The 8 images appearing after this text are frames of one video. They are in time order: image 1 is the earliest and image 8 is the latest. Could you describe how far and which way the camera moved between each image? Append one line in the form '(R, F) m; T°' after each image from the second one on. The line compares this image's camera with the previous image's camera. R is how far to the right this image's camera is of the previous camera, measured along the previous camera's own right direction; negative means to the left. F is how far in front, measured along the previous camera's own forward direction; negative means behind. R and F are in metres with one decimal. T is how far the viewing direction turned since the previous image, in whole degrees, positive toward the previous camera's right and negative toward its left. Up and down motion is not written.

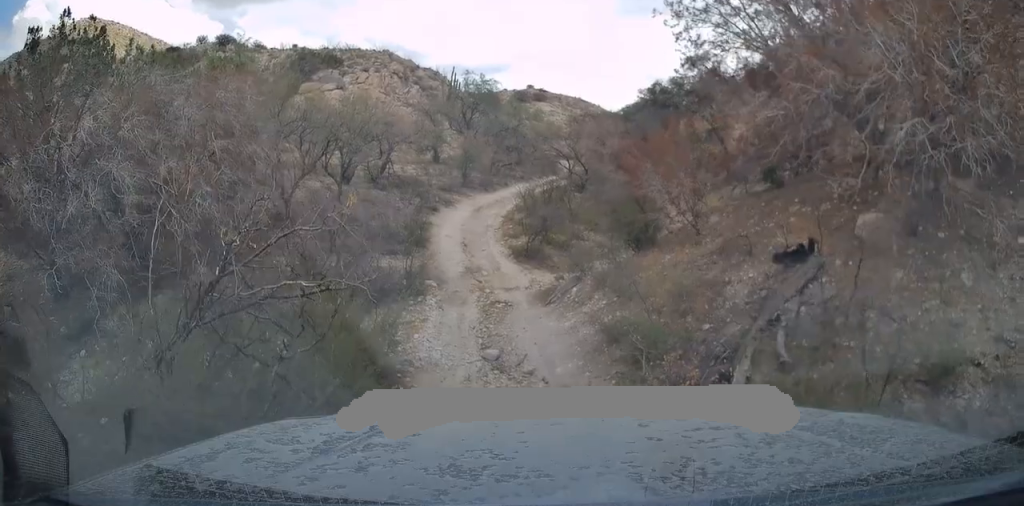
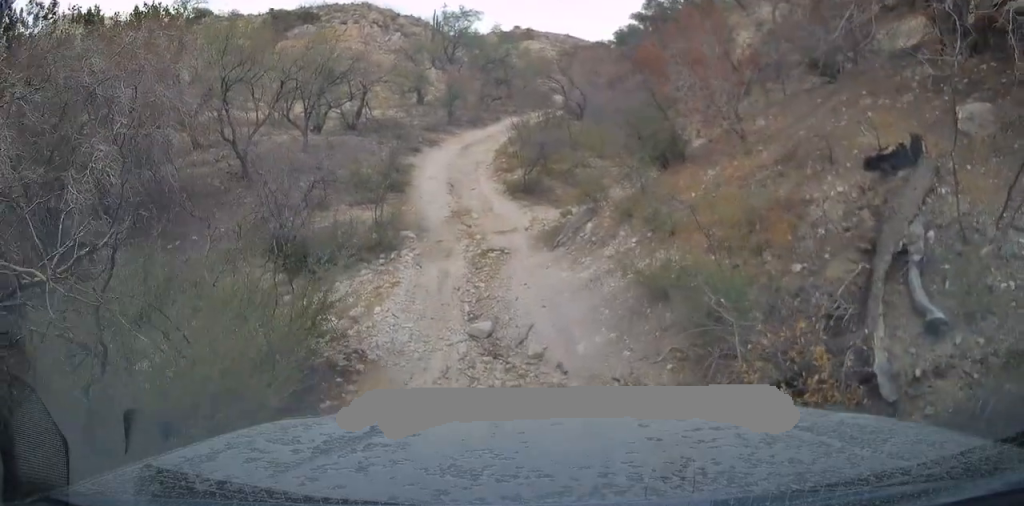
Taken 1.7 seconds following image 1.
(0.0, +3.1) m; -4°
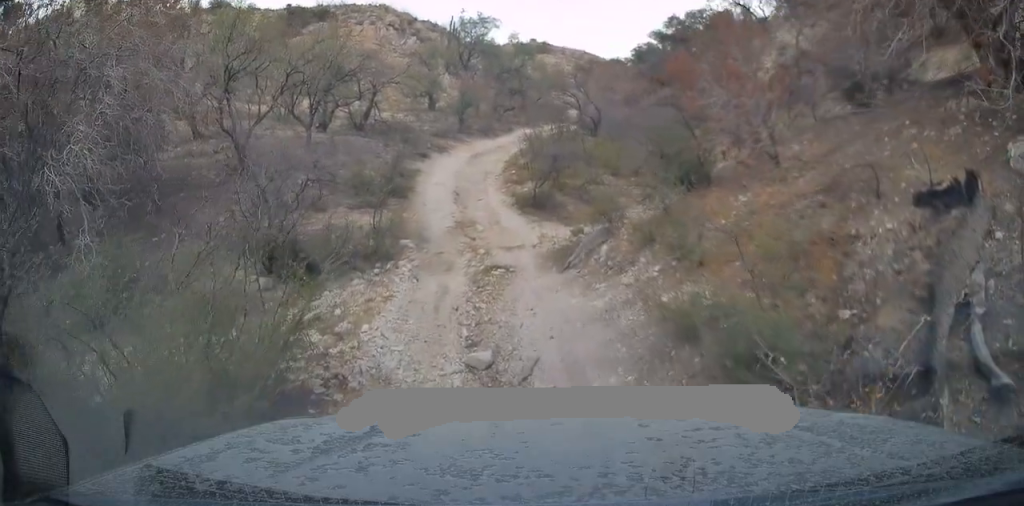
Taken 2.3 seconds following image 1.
(0.0, +1.1) m; -4°
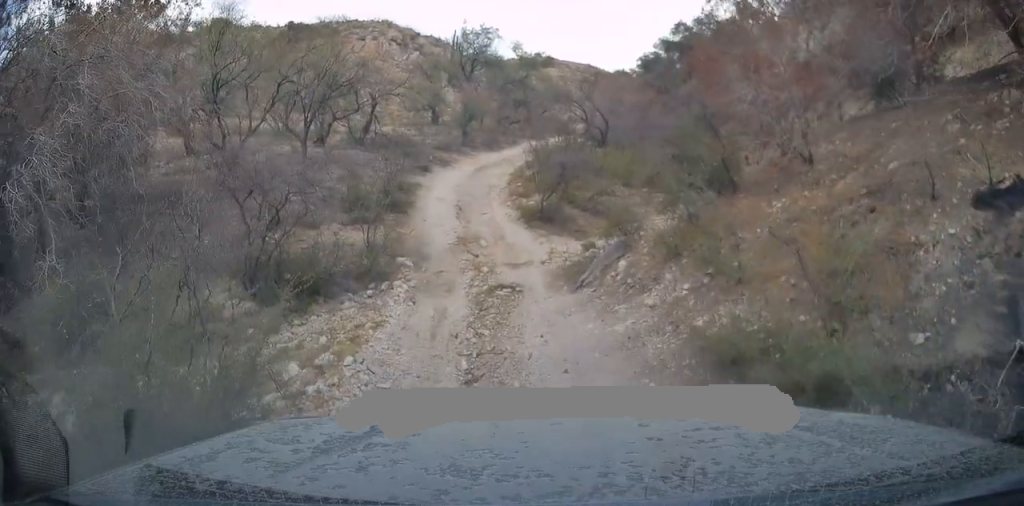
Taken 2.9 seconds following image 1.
(0.0, +1.1) m; -5°
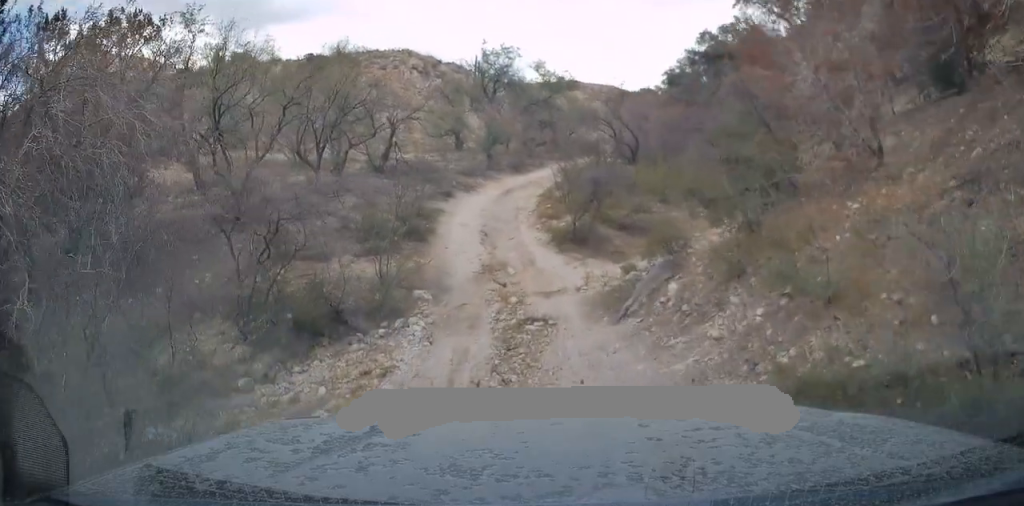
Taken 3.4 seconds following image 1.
(-0.1, +1.3) m; -3°
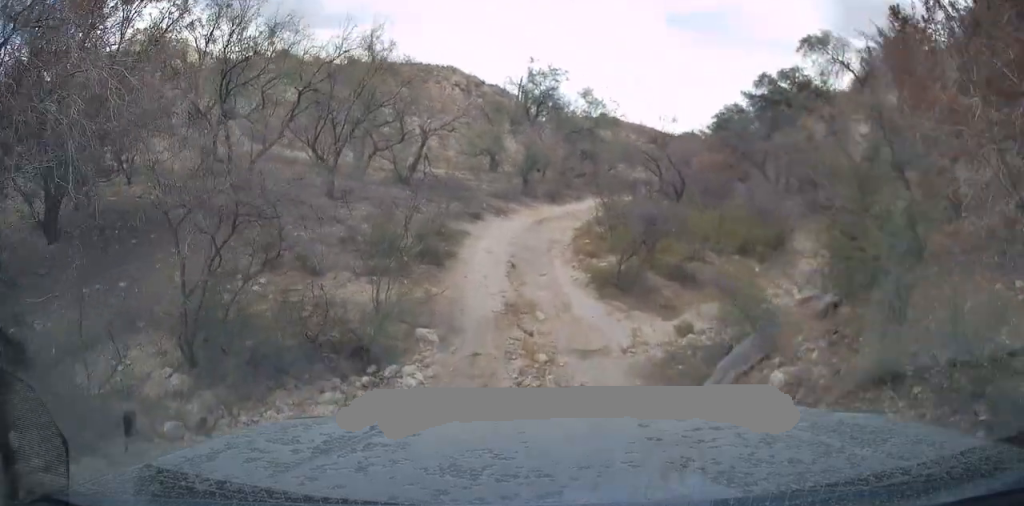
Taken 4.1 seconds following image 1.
(-0.1, +1.9) m; -2°
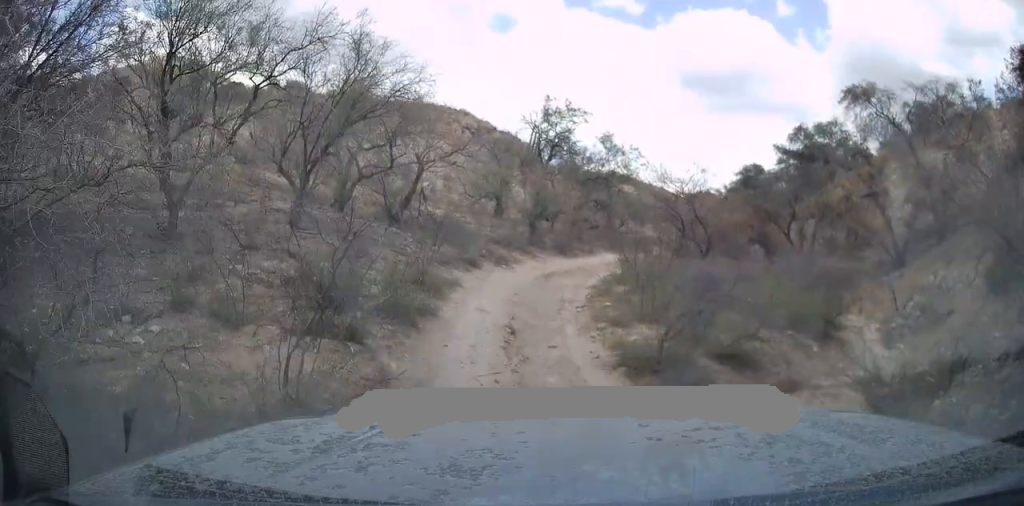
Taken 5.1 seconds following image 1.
(0.0, +3.2) m; +3°
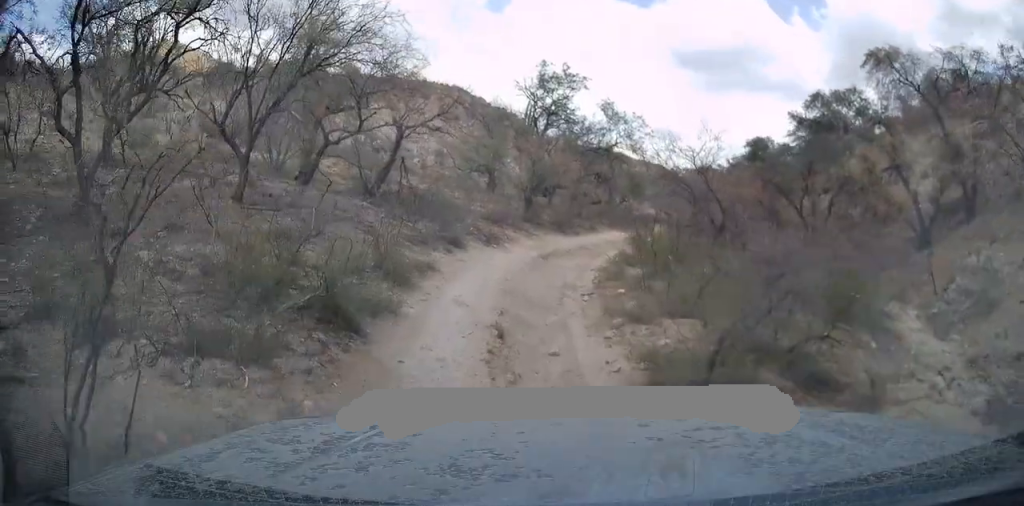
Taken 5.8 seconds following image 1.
(+0.1, +2.4) m; +2°
